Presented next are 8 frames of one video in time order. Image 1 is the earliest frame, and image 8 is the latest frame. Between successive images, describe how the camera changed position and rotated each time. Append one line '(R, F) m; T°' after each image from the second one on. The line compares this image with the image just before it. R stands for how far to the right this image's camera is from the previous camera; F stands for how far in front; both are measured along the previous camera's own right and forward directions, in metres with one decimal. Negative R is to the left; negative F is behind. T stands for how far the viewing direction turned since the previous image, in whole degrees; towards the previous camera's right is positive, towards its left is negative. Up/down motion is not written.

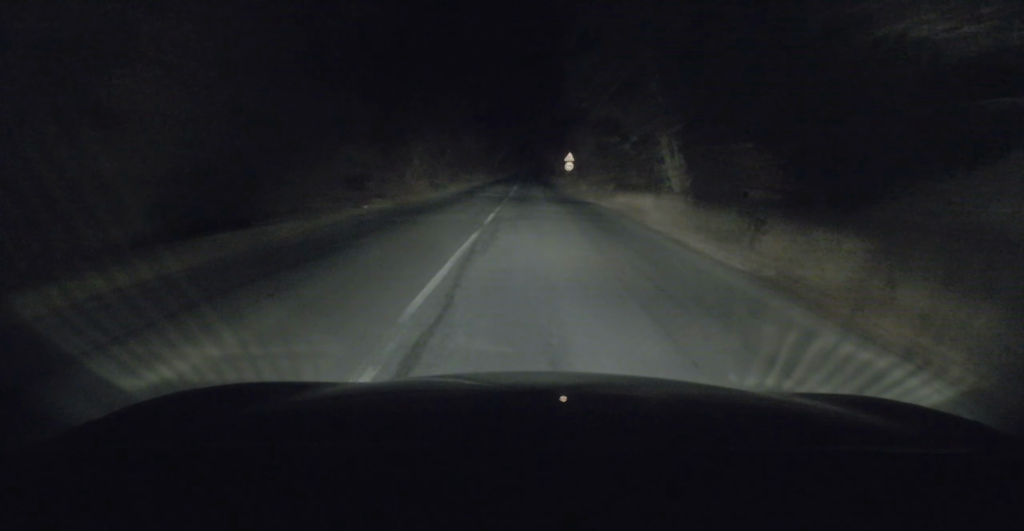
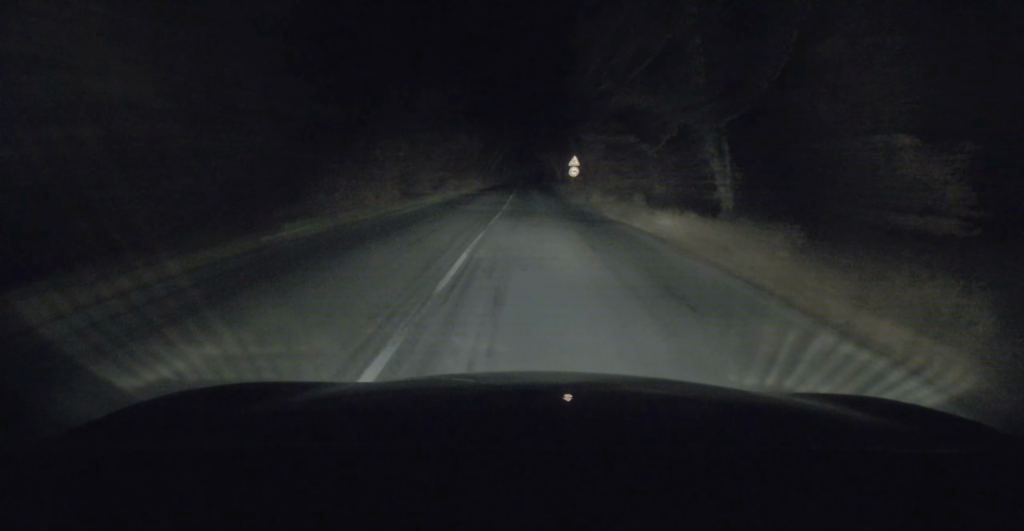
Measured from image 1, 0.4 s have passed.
(-0.3, +7.3) m; 0°
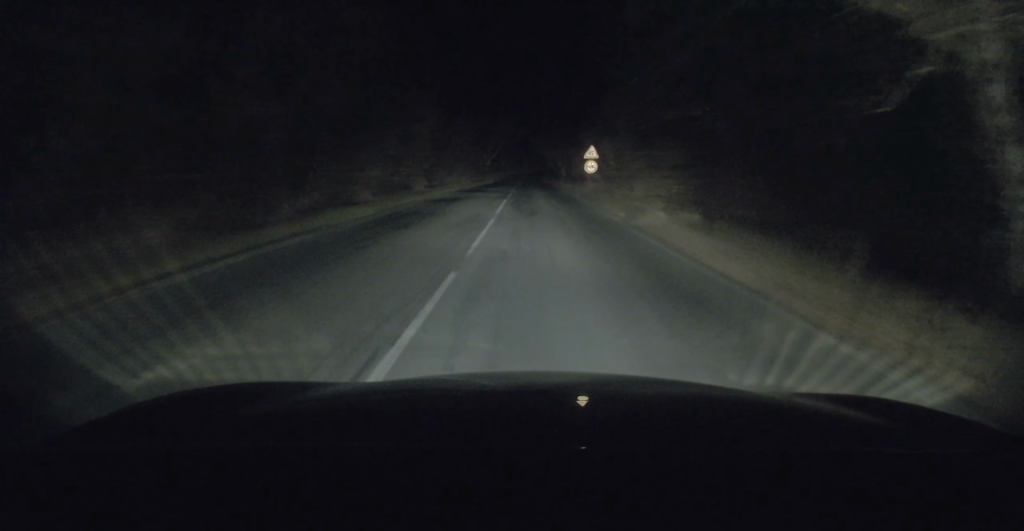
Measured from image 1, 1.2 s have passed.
(+0.5, +14.1) m; +1°
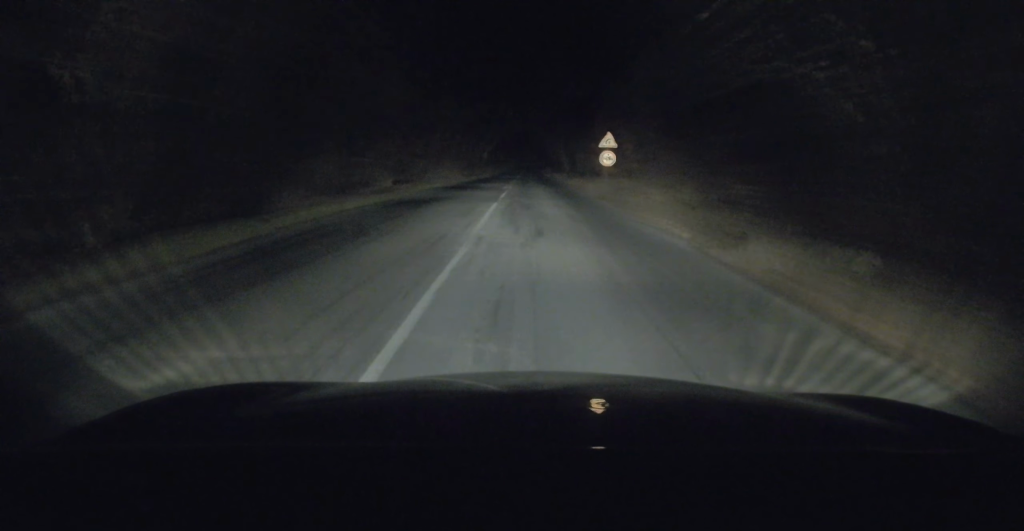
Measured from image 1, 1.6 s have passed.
(+0.1, +8.0) m; 0°
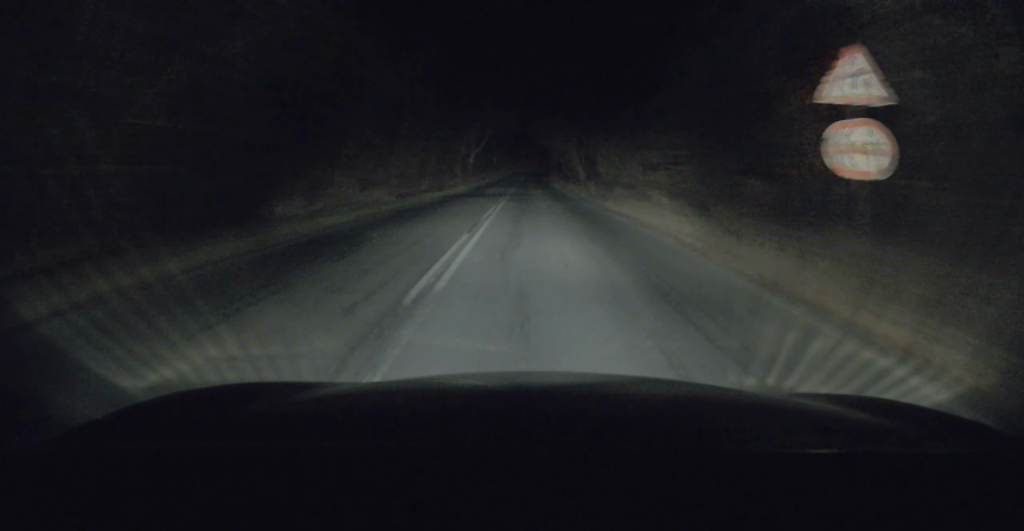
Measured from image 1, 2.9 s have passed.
(-0.4, +23.3) m; -1°
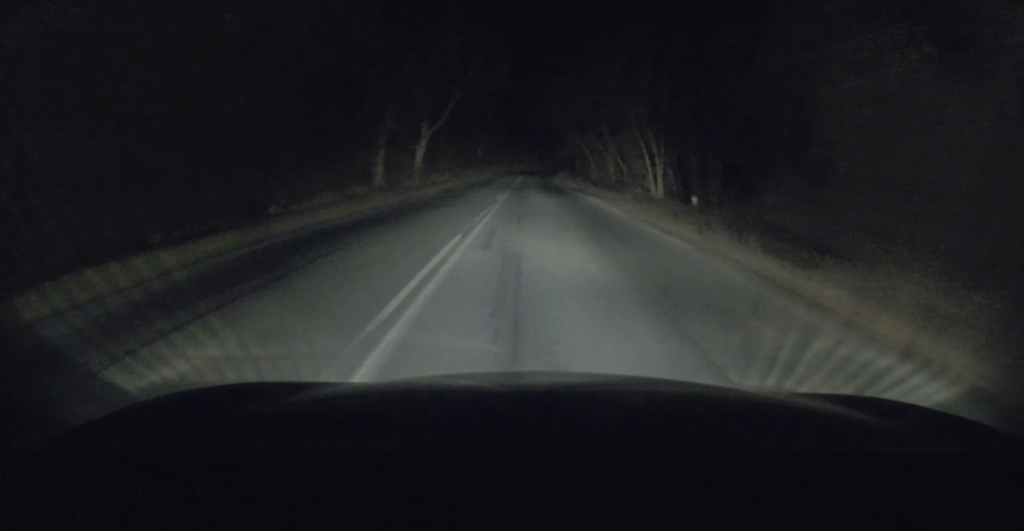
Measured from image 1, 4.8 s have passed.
(+0.2, +36.6) m; 0°
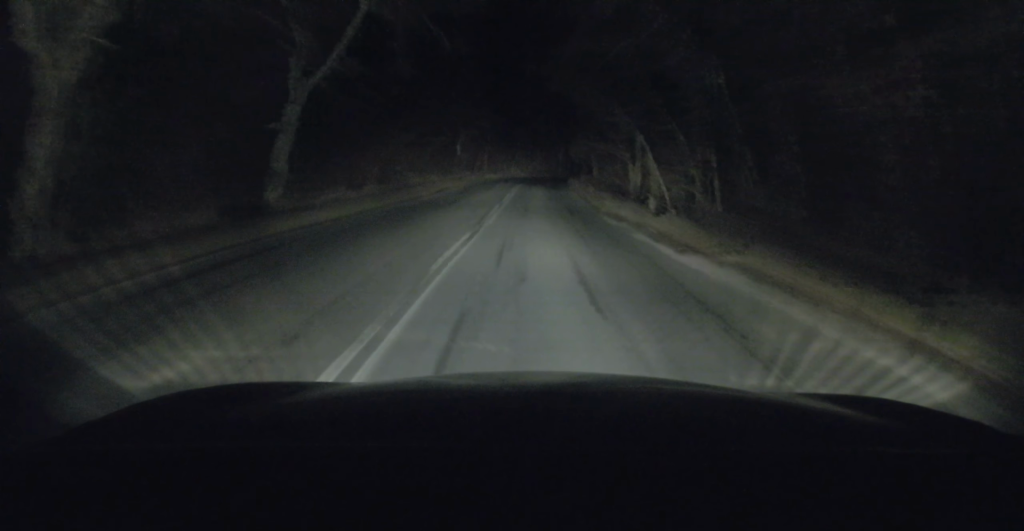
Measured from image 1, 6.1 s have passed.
(0.0, +24.2) m; 0°
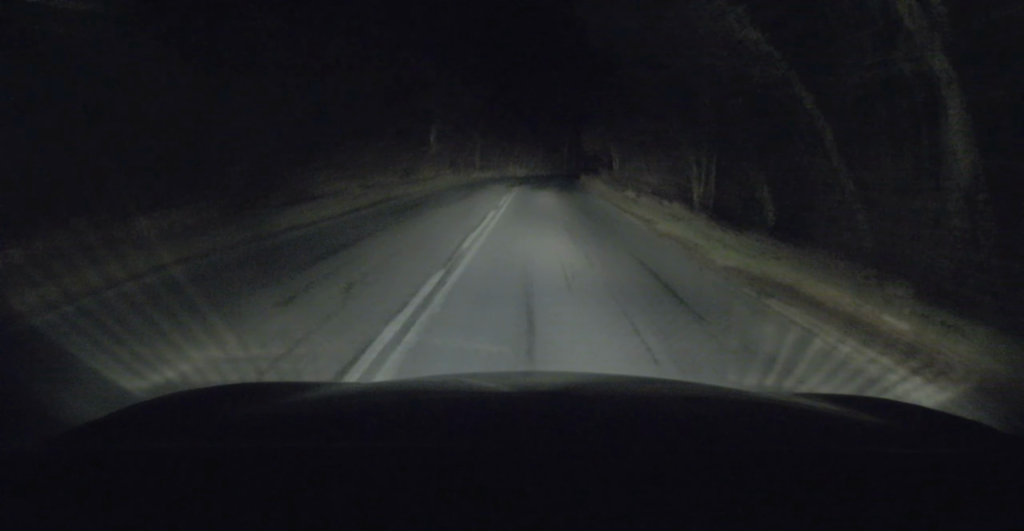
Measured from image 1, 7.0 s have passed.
(-0.1, +15.5) m; 0°
